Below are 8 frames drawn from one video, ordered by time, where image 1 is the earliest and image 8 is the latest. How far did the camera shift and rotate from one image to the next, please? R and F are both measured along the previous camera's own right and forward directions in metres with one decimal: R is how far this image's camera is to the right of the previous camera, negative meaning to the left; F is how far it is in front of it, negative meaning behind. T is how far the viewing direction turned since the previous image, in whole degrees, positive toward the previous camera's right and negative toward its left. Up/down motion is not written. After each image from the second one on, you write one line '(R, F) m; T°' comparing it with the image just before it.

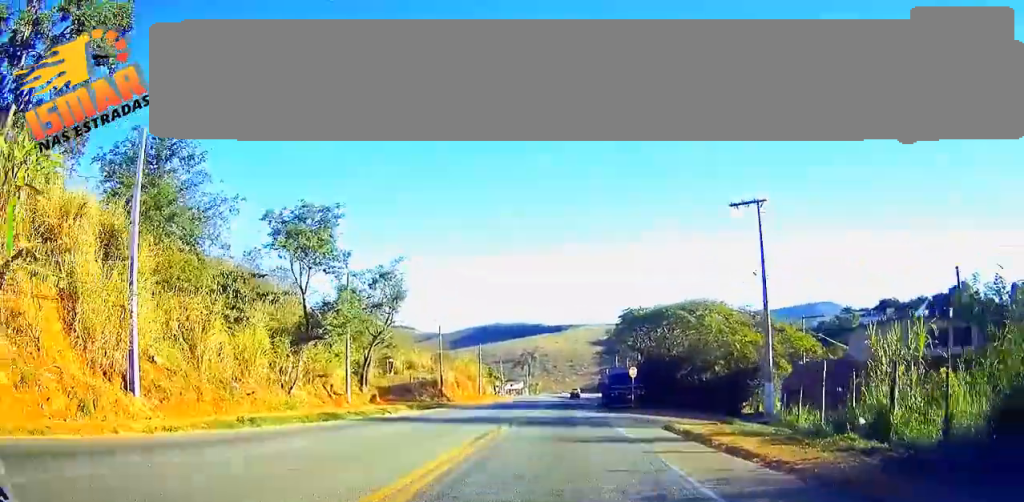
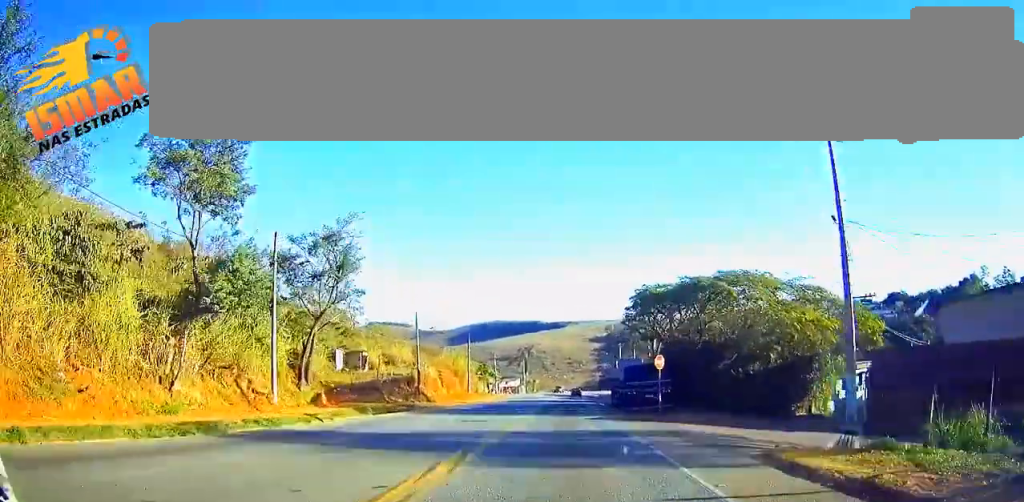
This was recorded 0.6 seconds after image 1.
(0.0, +11.8) m; 0°
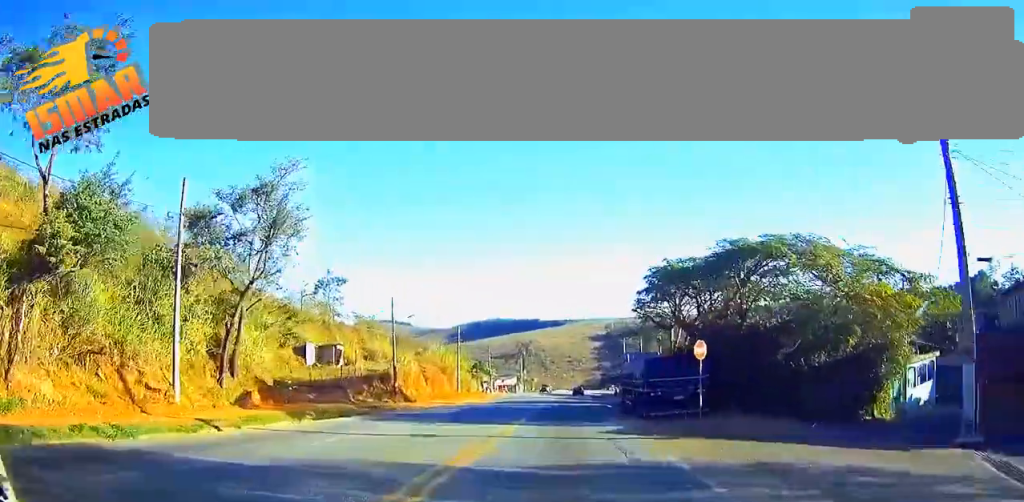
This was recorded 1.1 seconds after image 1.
(0.0, +9.2) m; 0°
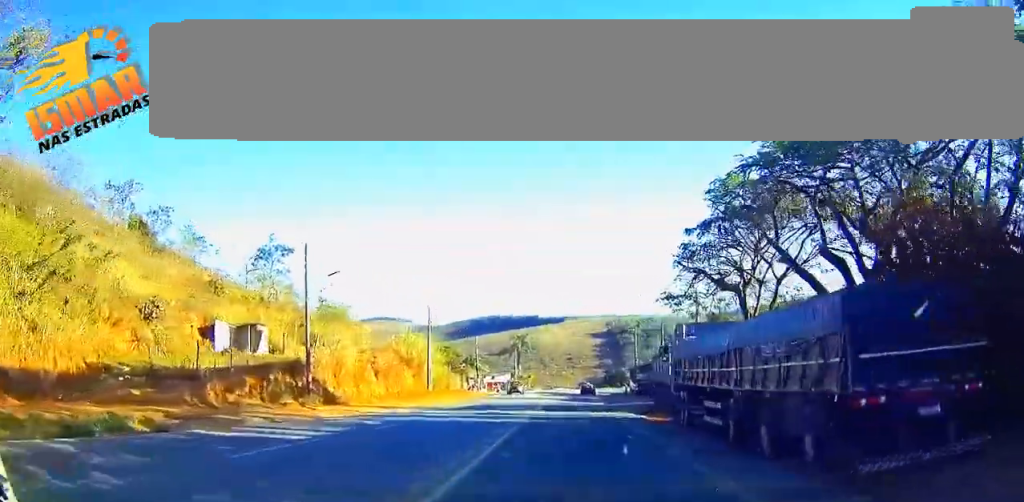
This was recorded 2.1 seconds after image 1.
(+0.1, +19.2) m; 0°
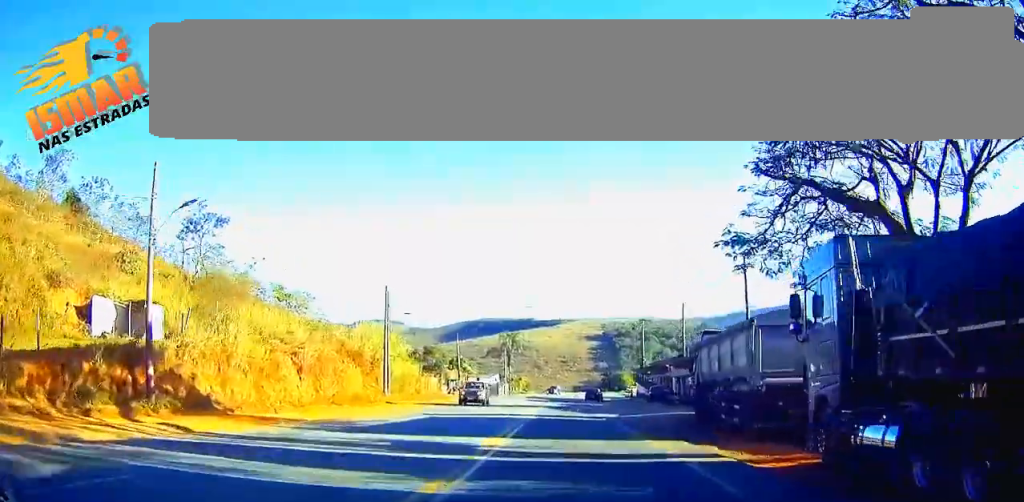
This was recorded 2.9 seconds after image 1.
(0.0, +14.7) m; +1°
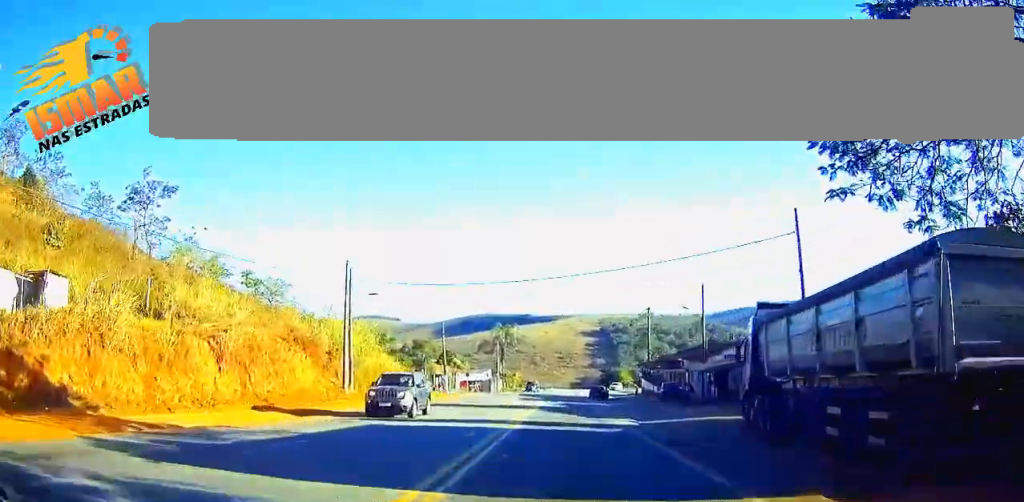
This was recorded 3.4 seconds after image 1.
(0.0, +8.9) m; 0°
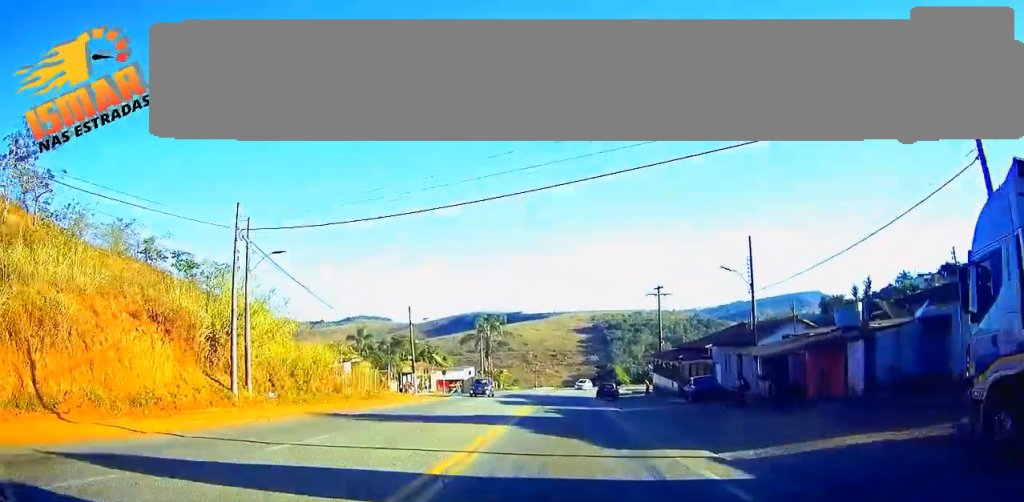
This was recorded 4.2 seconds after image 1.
(+0.2, +14.4) m; +1°
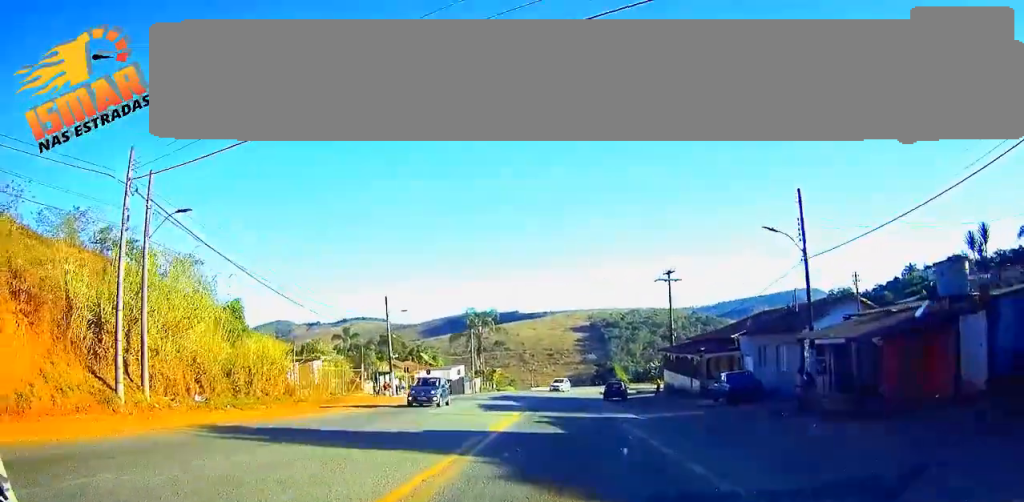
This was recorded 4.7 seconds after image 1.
(0.0, +8.2) m; 0°
